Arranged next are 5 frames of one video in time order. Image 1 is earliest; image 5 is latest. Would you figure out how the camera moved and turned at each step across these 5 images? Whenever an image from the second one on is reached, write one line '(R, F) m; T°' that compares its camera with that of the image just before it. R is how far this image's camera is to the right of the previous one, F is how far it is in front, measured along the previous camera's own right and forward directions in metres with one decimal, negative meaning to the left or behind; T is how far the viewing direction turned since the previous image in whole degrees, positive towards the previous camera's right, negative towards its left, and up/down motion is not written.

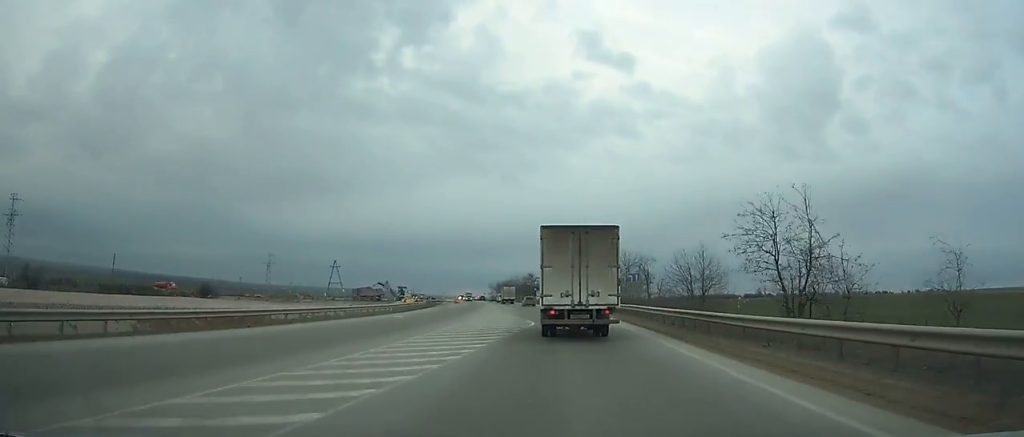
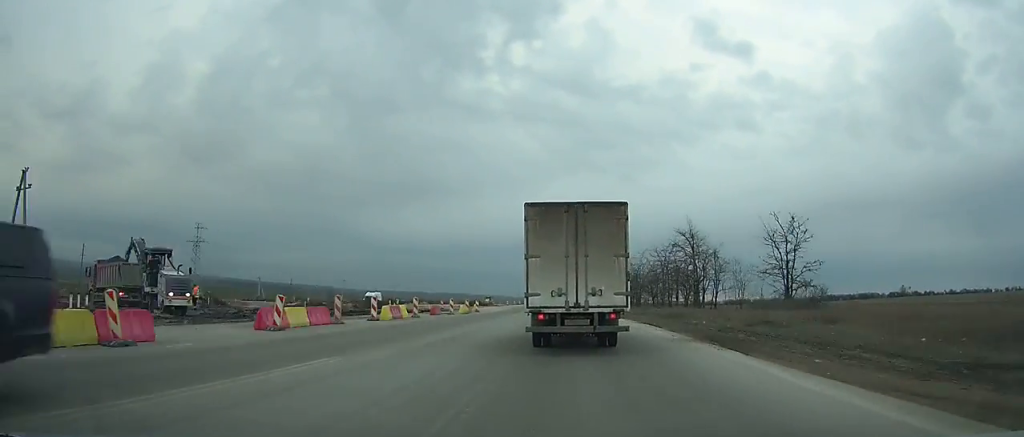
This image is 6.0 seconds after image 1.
(-8.2, +105.0) m; -8°
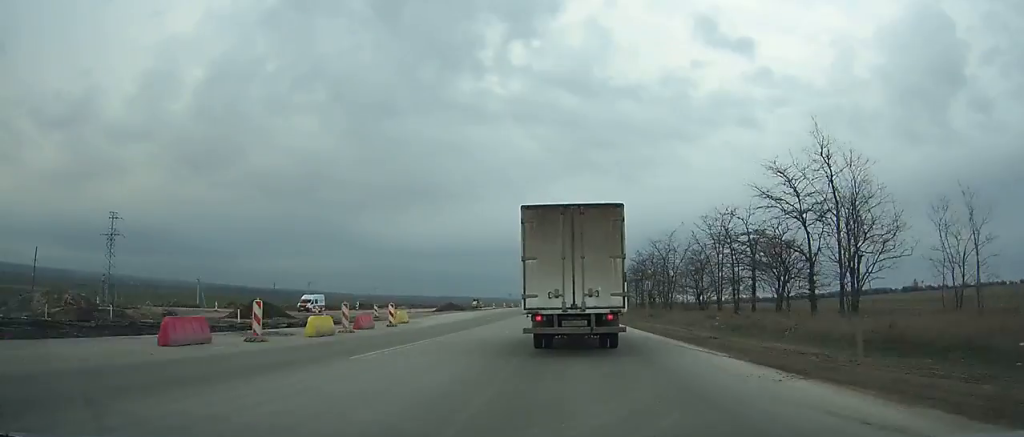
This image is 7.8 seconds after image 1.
(-0.5, +29.5) m; -2°
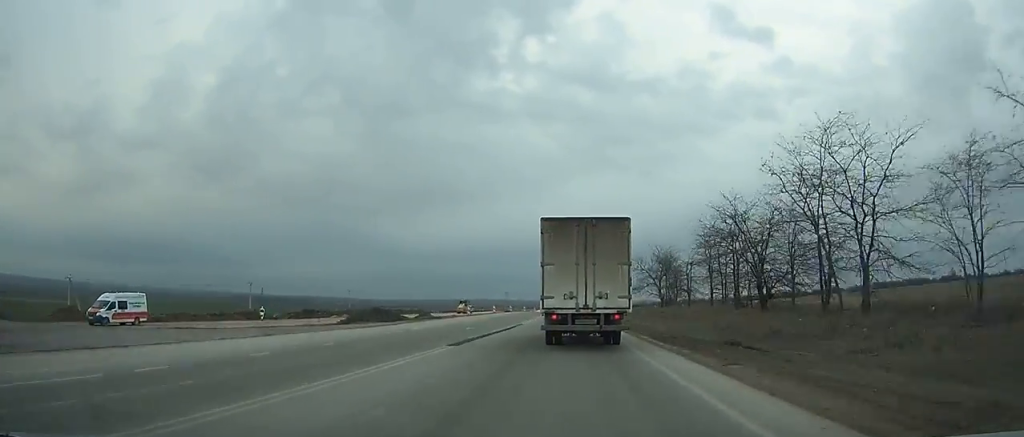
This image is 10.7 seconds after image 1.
(-0.8, +46.3) m; -2°
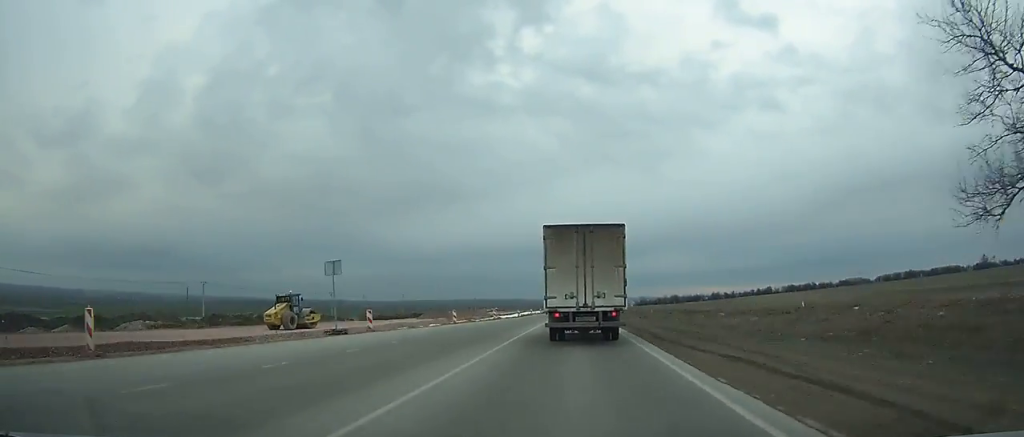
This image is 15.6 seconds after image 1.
(-0.6, +76.2) m; 0°
